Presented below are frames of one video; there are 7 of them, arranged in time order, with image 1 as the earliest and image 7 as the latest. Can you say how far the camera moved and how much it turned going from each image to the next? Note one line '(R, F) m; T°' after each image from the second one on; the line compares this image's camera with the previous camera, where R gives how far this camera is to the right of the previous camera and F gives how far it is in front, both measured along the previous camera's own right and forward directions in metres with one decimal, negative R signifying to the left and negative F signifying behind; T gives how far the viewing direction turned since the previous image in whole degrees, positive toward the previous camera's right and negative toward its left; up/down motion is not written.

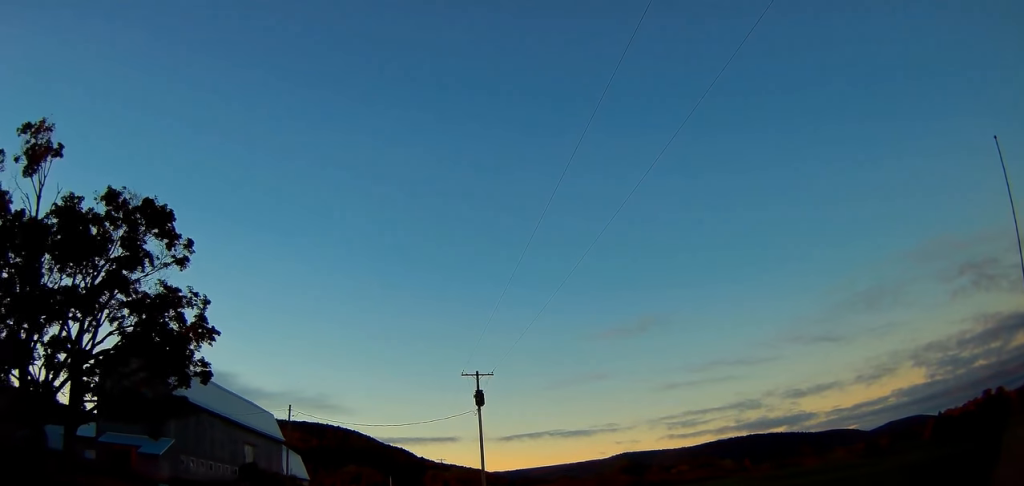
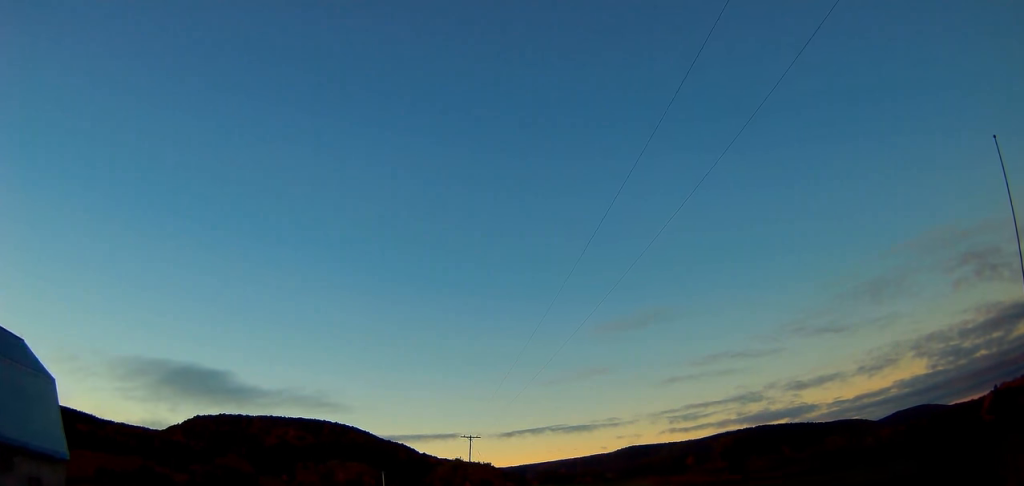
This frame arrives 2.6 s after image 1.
(+0.3, +64.8) m; 0°
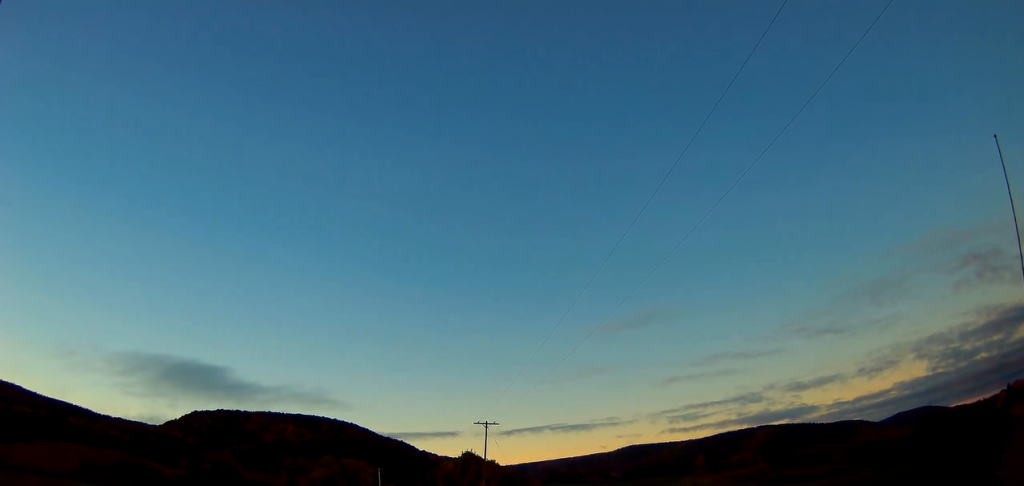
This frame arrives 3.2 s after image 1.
(-0.2, +15.0) m; 0°
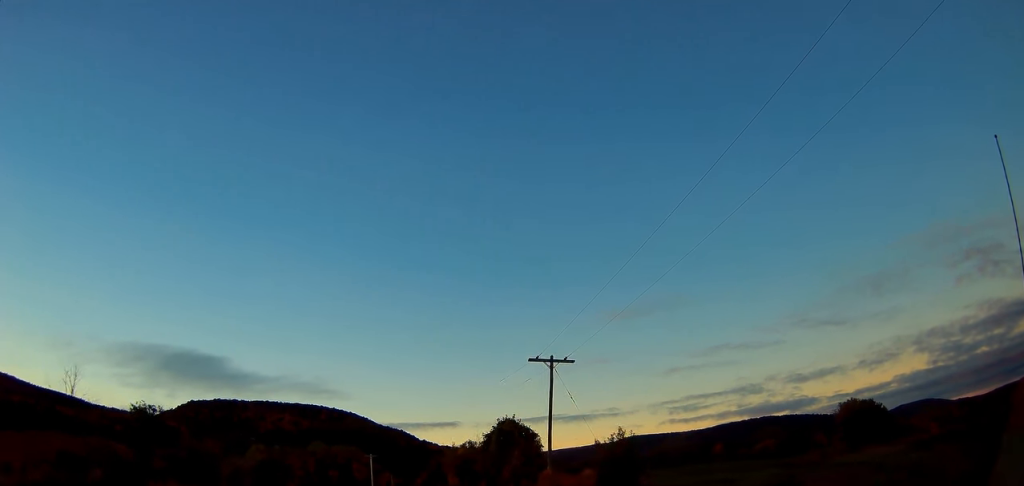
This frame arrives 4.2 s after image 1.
(0.0, +26.0) m; 0°
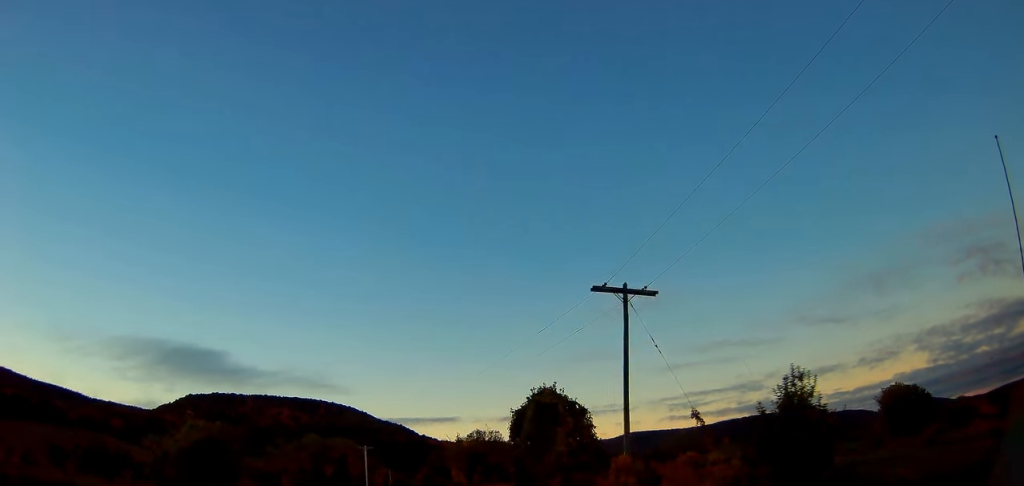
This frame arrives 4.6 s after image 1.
(+0.1, +11.0) m; 0°
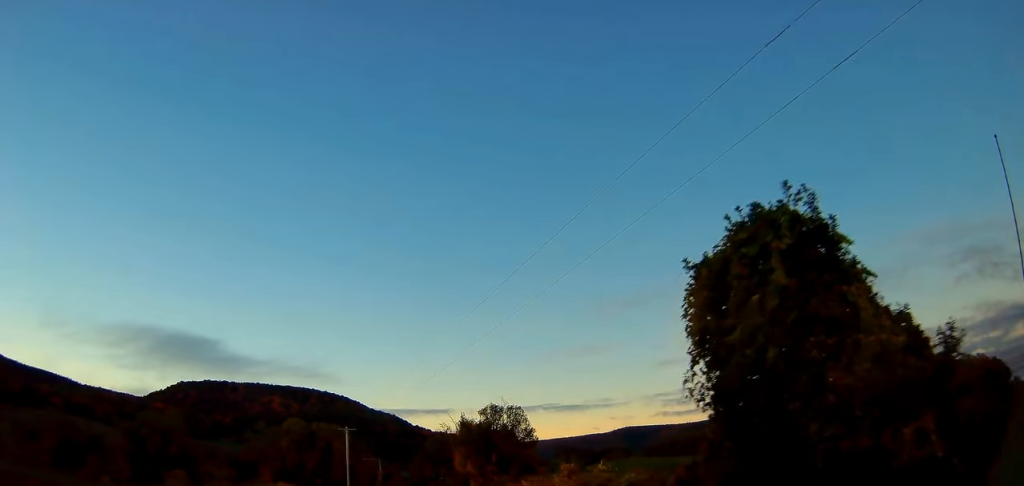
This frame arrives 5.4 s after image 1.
(+0.2, +18.0) m; 0°
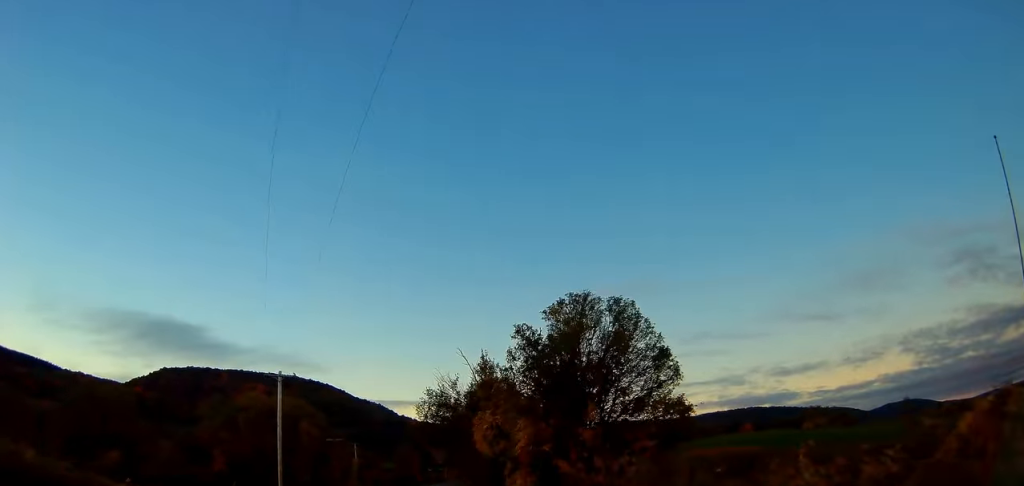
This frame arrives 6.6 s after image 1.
(-0.2, +32.0) m; 0°
